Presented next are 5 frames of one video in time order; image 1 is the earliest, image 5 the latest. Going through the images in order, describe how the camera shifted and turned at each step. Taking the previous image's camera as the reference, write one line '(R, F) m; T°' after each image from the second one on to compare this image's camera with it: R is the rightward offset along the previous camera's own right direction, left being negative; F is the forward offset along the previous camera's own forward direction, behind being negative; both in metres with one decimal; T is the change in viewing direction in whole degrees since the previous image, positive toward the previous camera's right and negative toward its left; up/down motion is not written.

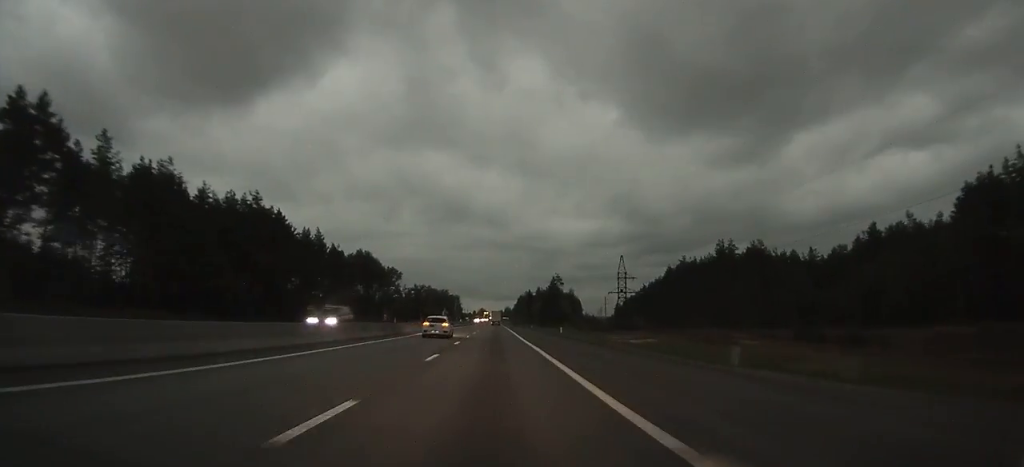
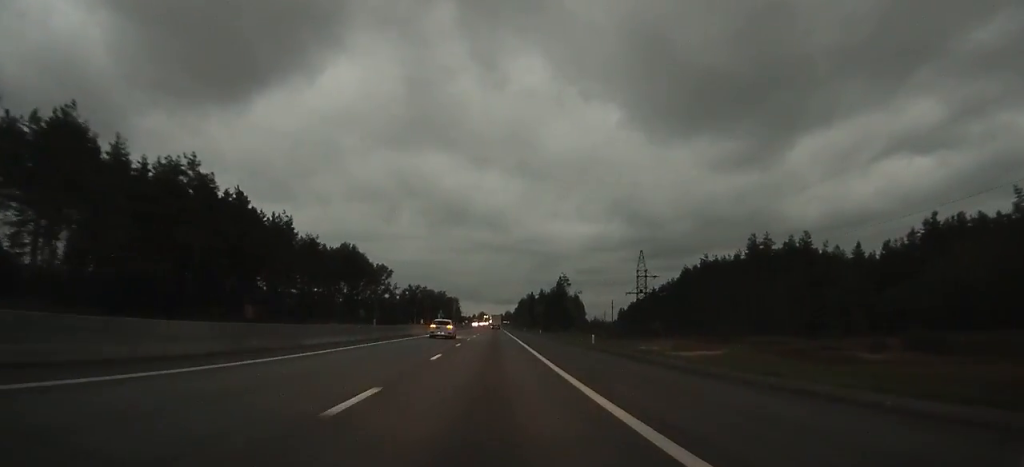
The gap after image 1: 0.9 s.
(0.0, +21.8) m; 0°
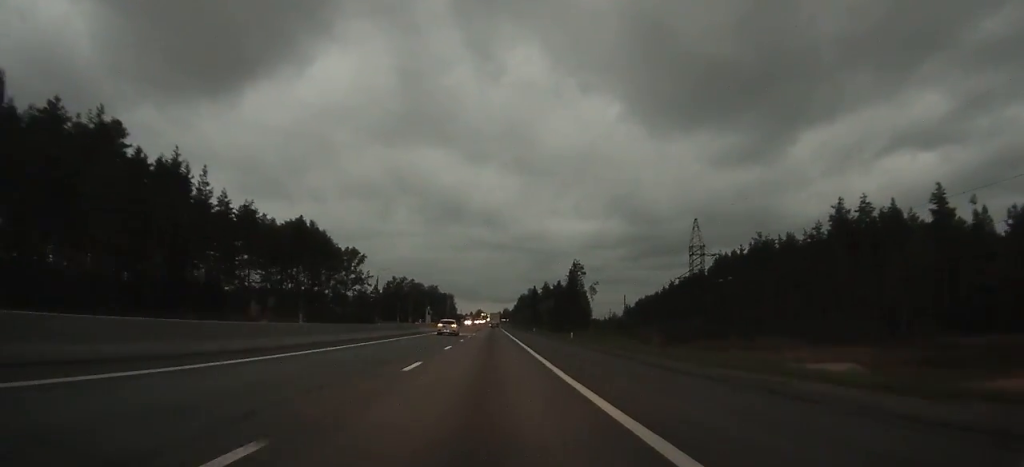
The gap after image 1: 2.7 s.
(+0.1, +40.8) m; 0°
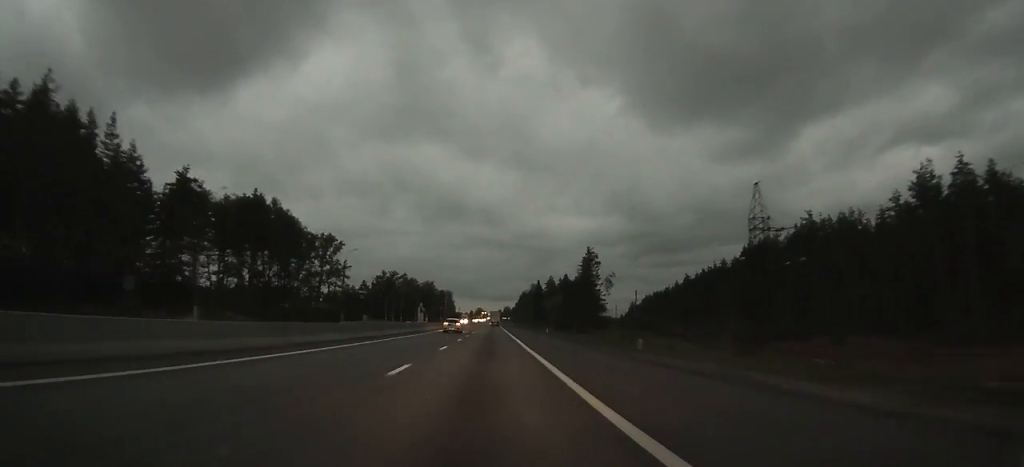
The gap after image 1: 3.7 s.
(0.0, +25.2) m; 0°
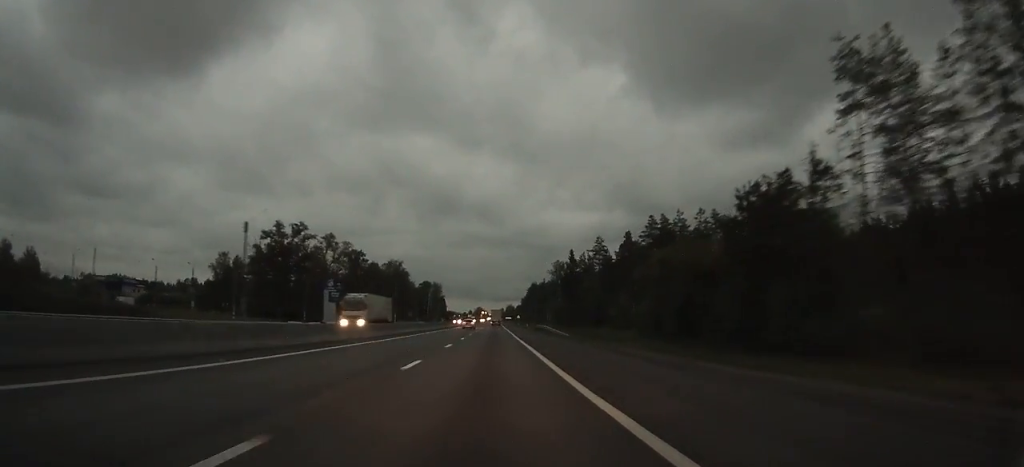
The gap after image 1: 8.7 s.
(-0.3, +118.0) m; 0°
